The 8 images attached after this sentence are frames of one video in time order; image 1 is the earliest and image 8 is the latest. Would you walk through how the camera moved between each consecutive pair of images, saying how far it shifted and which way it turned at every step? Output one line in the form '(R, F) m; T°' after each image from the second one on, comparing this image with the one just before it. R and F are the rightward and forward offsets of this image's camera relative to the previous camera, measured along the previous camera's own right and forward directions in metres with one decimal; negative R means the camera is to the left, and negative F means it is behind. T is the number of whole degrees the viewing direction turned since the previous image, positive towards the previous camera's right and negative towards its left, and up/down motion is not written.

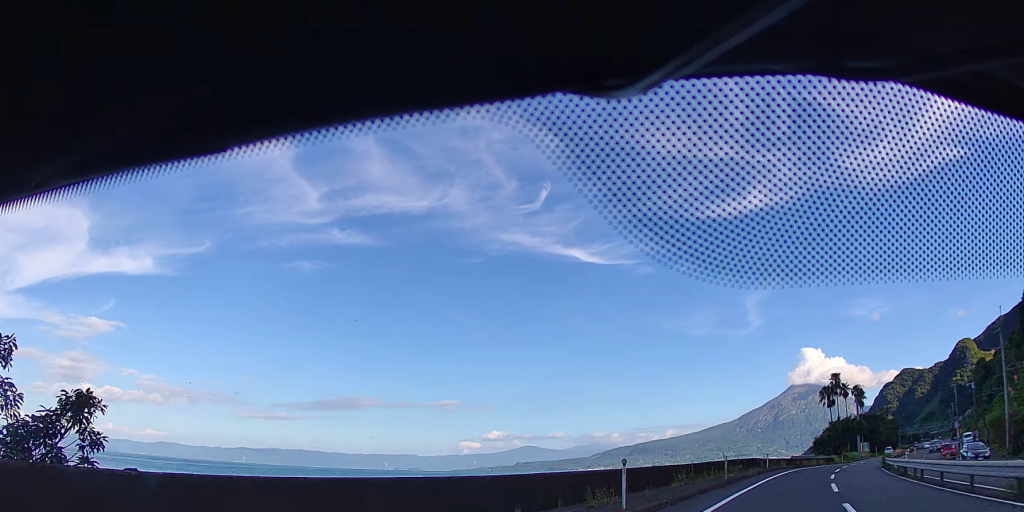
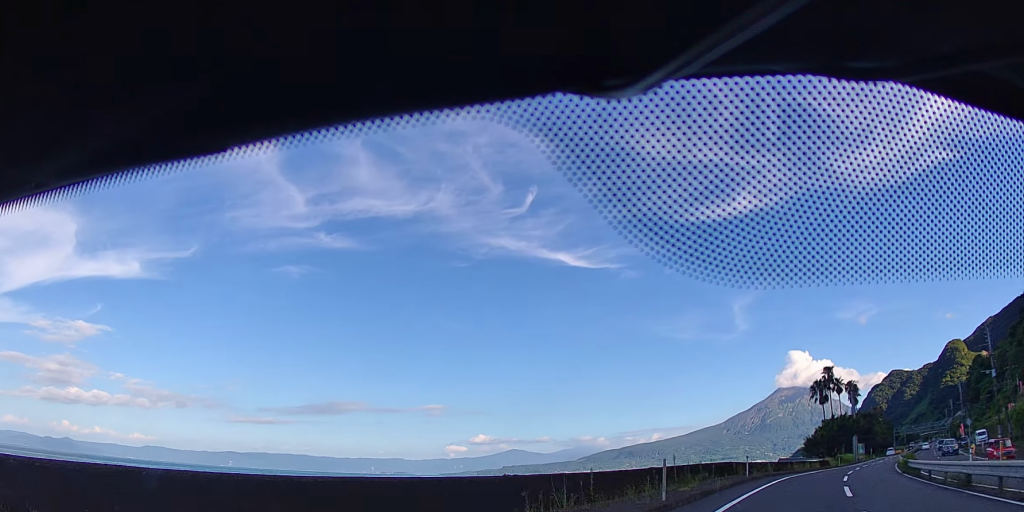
(+0.3, +12.4) m; +1°
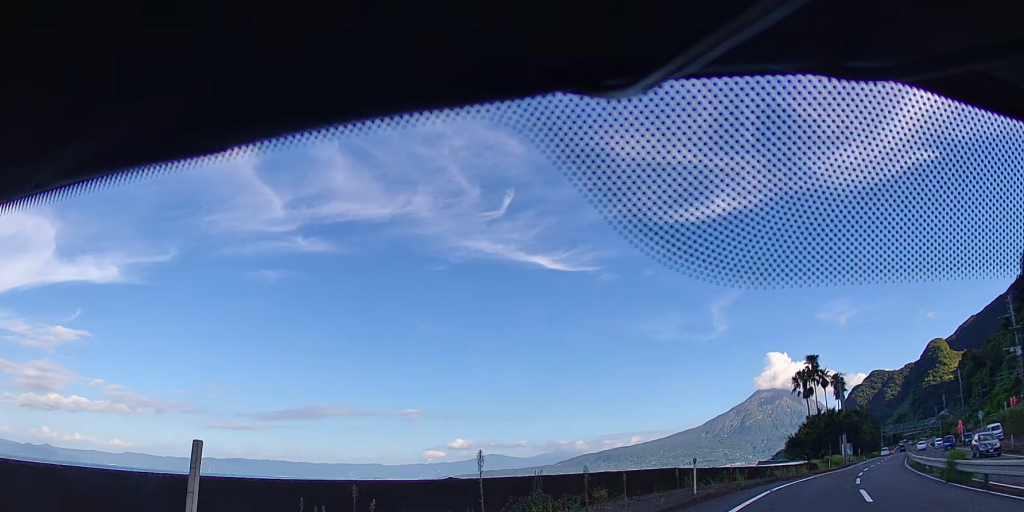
(+0.1, +12.8) m; +1°
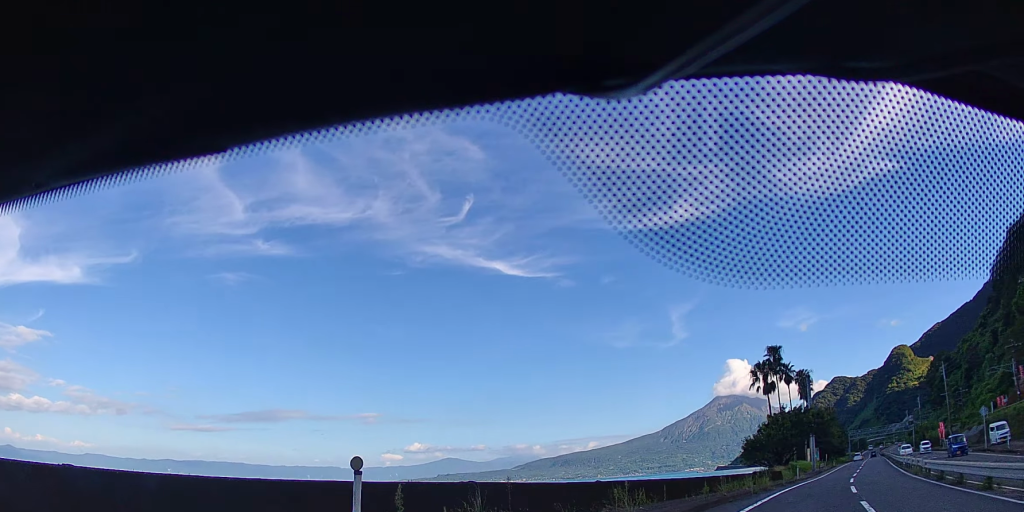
(0.0, +13.3) m; +2°
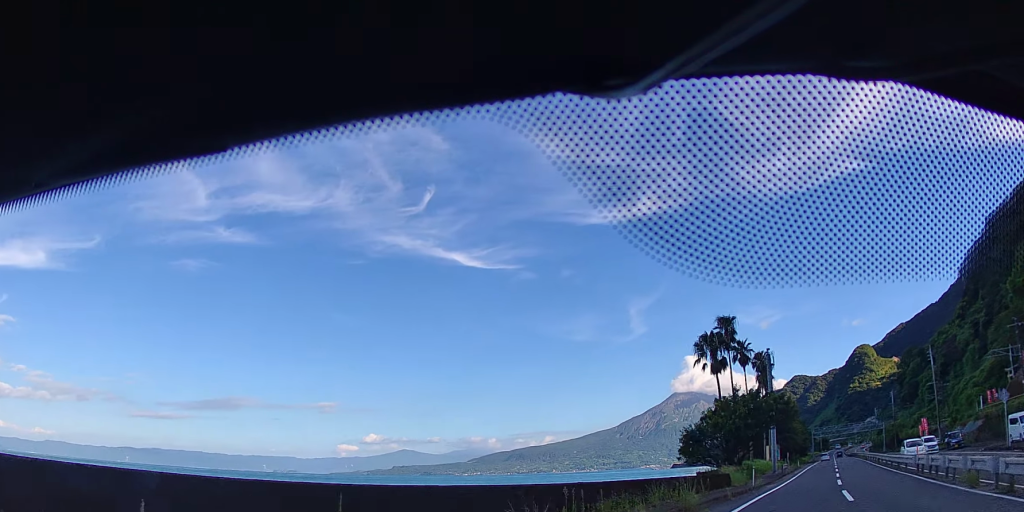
(+0.5, +14.9) m; +2°
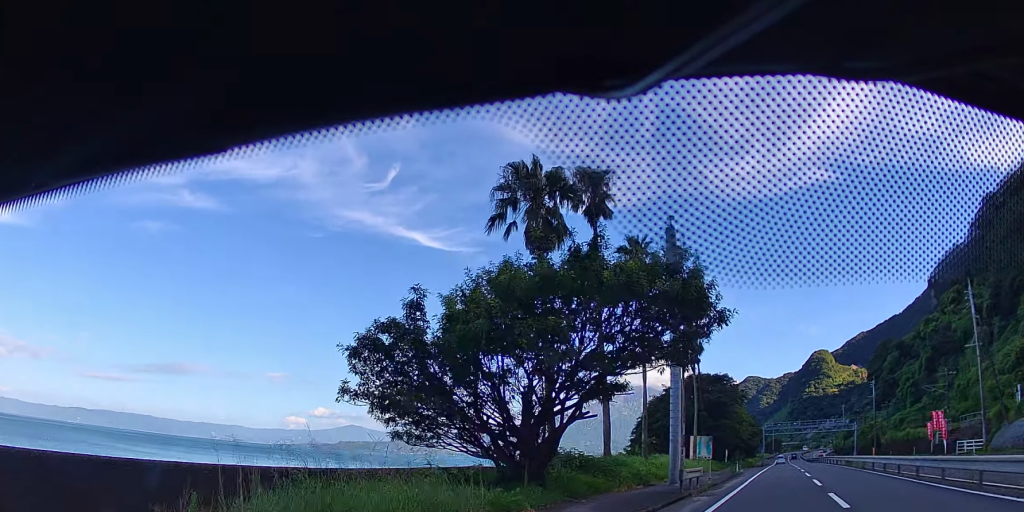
(+2.0, +32.8) m; +9°
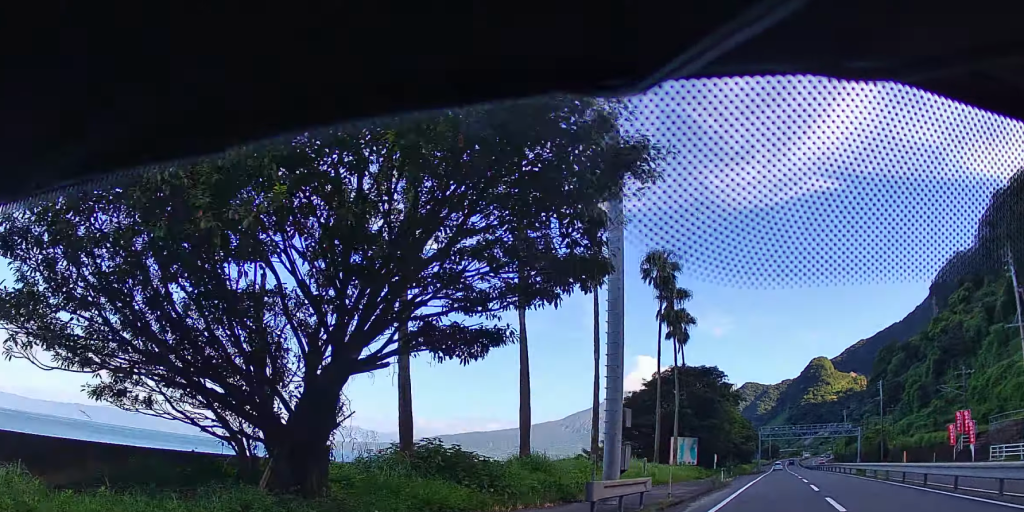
(+0.3, +9.3) m; +2°
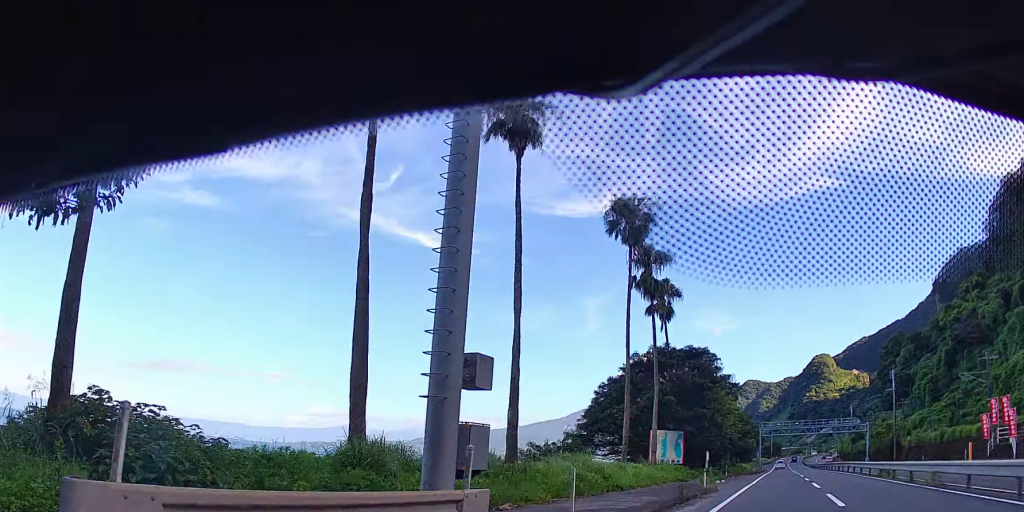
(+0.3, +8.7) m; +1°
